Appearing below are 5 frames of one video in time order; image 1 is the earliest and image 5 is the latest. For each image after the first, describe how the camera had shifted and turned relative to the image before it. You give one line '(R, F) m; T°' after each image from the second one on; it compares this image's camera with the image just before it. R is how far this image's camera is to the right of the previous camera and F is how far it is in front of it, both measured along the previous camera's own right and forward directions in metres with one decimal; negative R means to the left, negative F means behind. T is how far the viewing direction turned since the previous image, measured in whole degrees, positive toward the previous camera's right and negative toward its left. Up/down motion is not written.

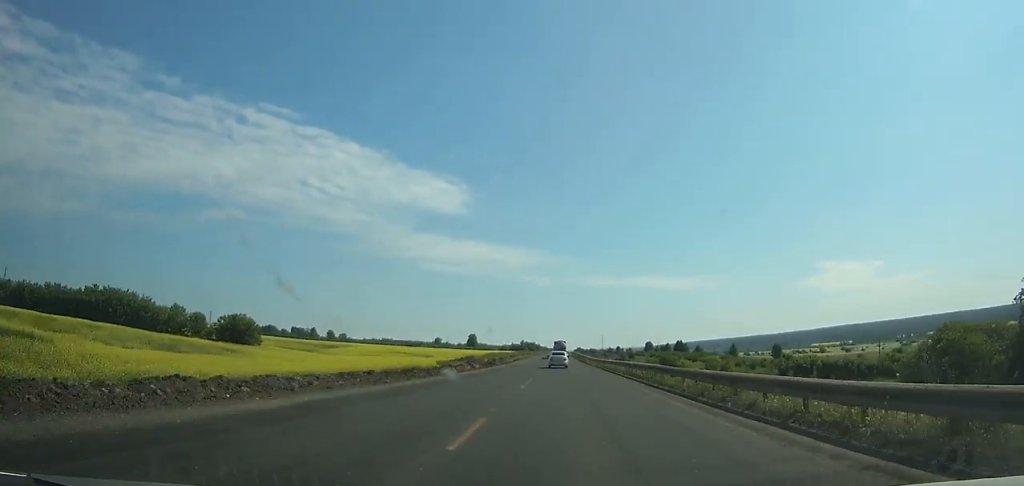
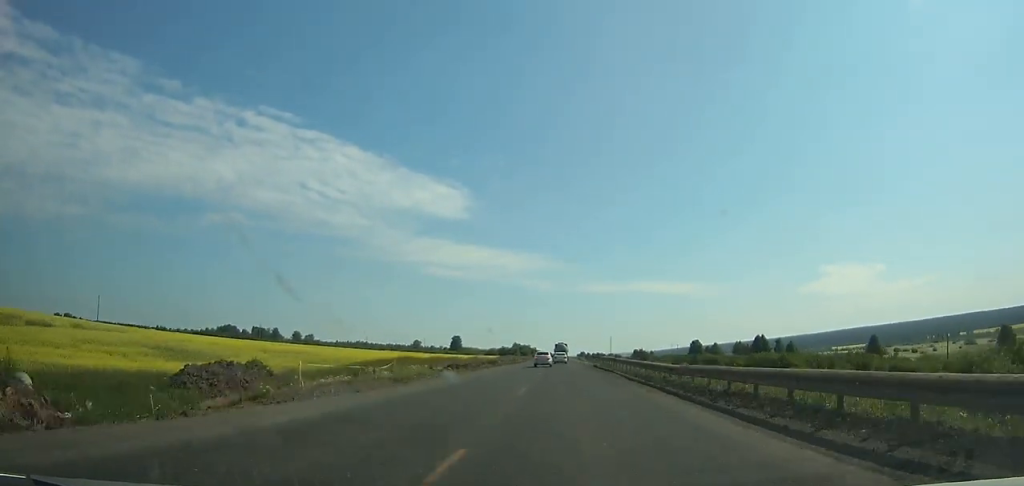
(-0.1, +99.8) m; 0°
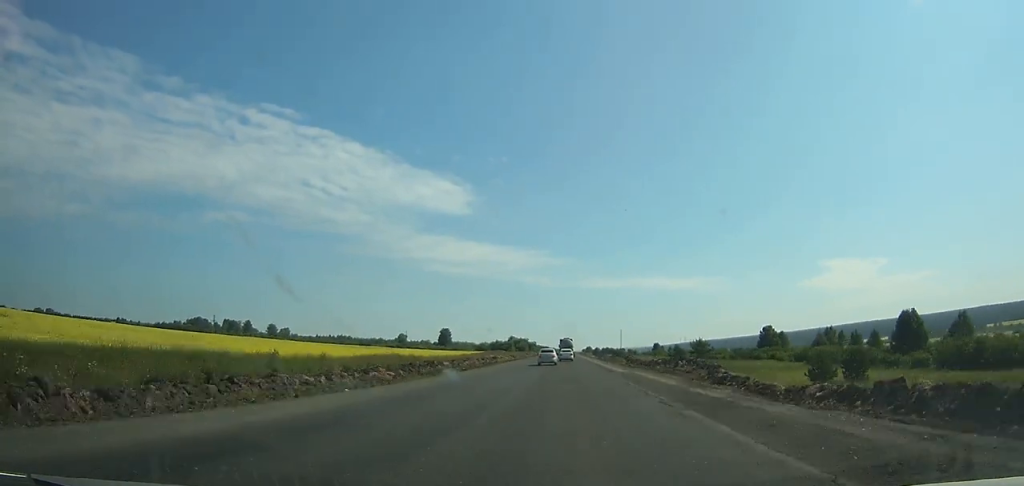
(-0.1, +66.1) m; 0°
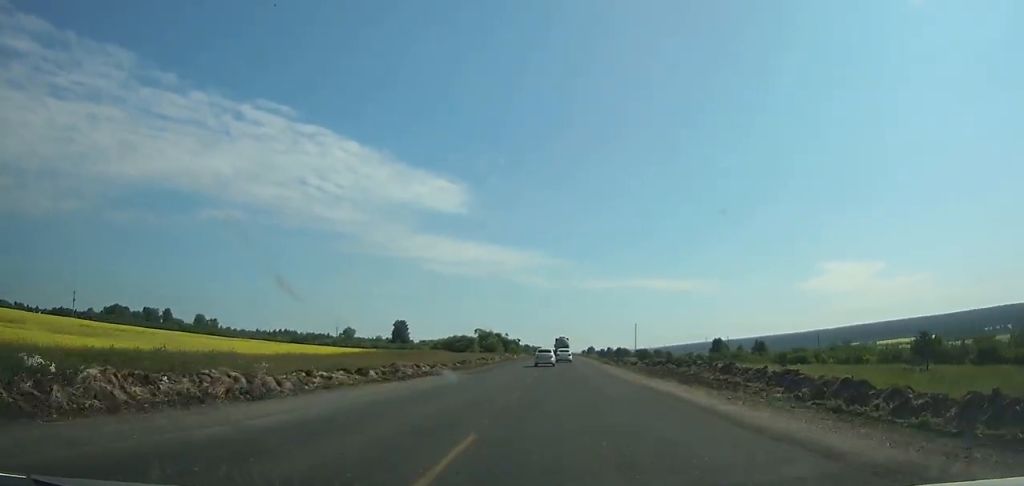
(+0.2, +120.0) m; 0°
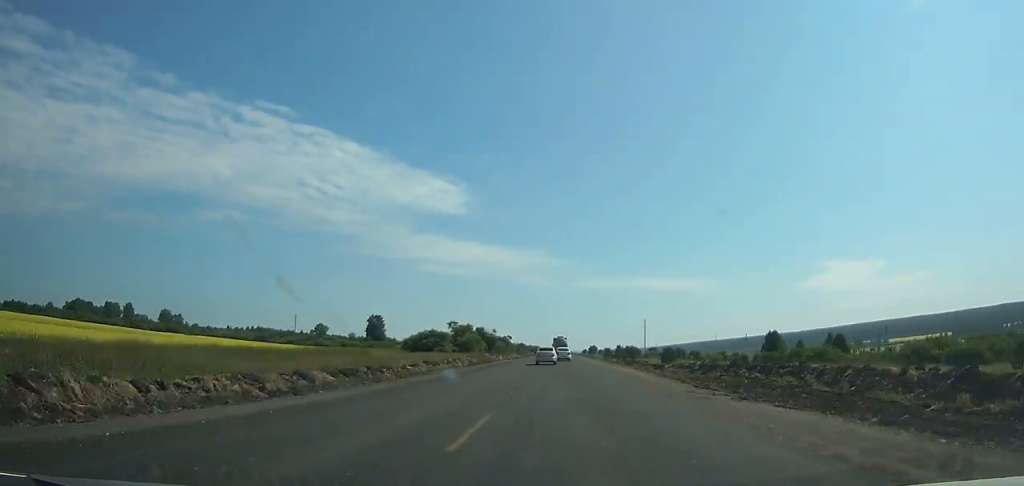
(0.0, +45.8) m; 0°
